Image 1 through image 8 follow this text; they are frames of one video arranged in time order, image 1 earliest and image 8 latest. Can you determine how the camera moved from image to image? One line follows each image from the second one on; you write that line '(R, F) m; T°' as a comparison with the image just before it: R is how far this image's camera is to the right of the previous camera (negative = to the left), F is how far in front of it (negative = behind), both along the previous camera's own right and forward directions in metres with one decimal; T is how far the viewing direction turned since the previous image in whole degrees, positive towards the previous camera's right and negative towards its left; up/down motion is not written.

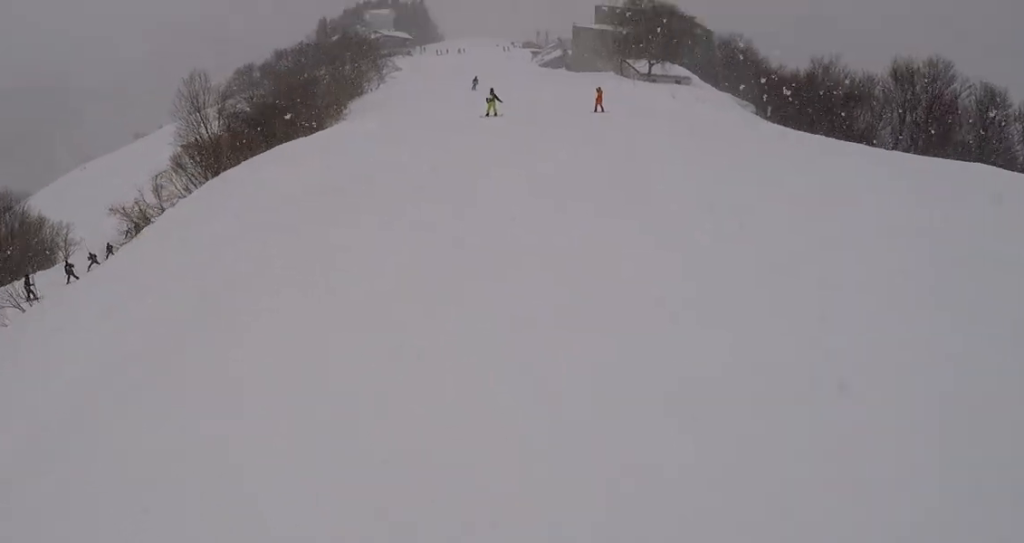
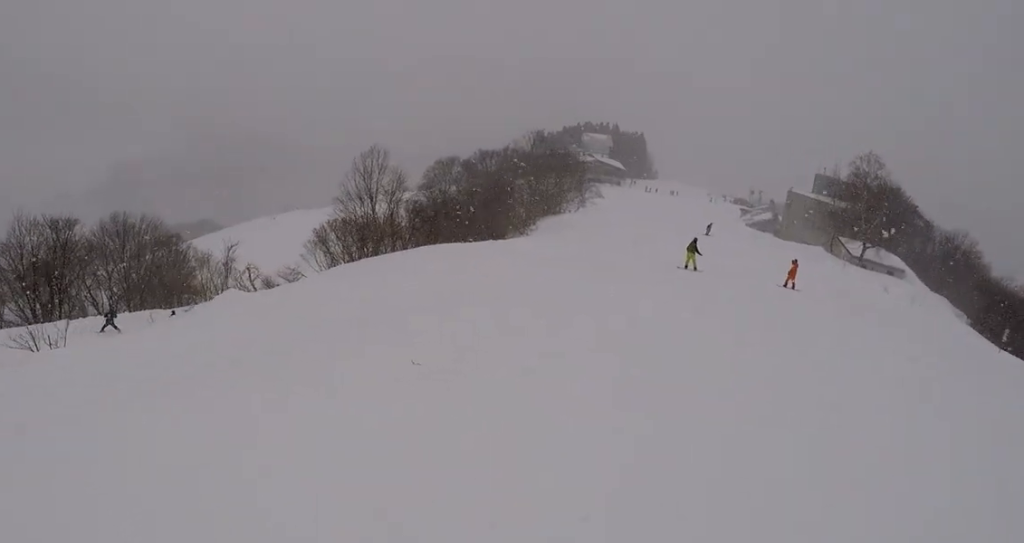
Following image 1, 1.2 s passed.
(-0.5, +6.7) m; -7°
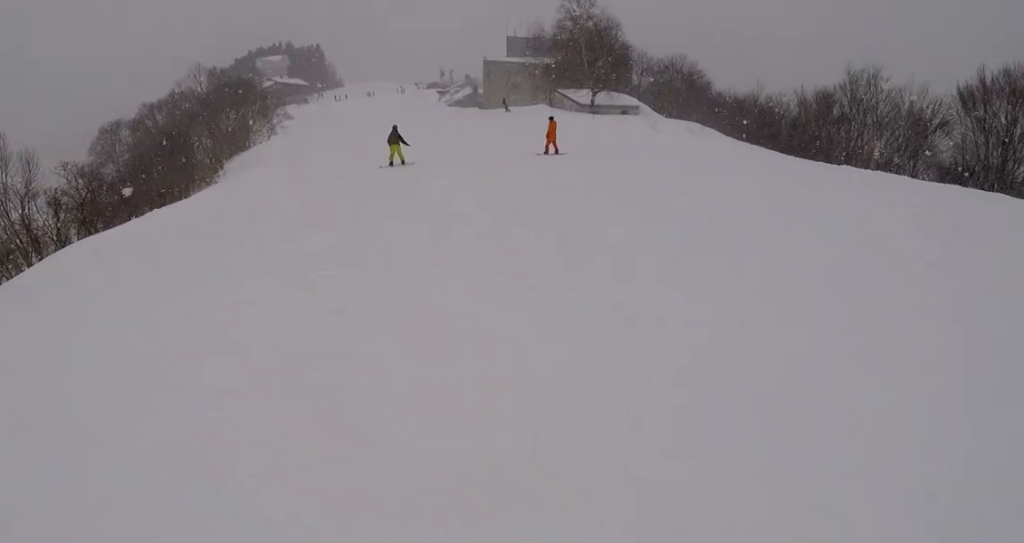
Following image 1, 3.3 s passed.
(+2.8, +10.9) m; +17°
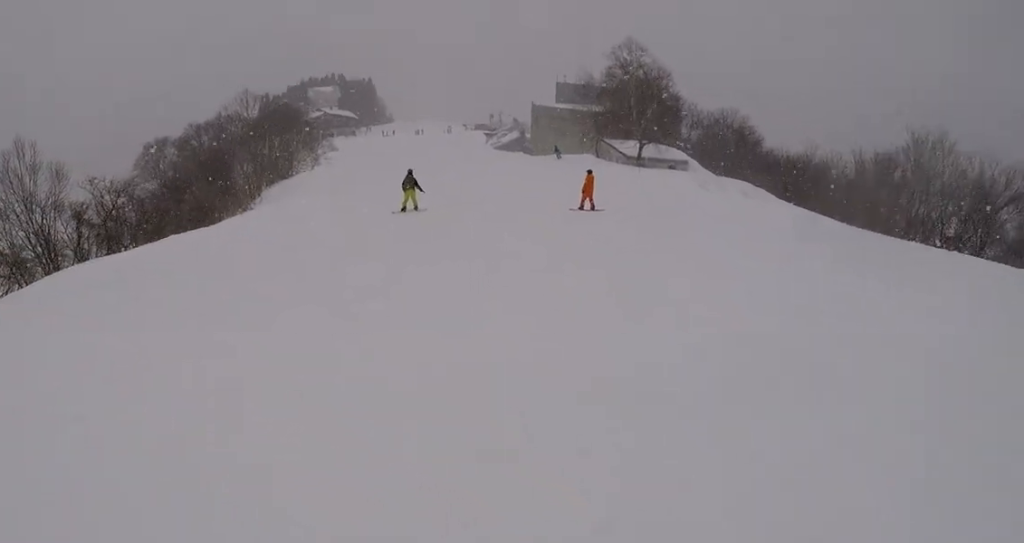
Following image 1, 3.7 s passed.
(-0.4, +2.3) m; -7°
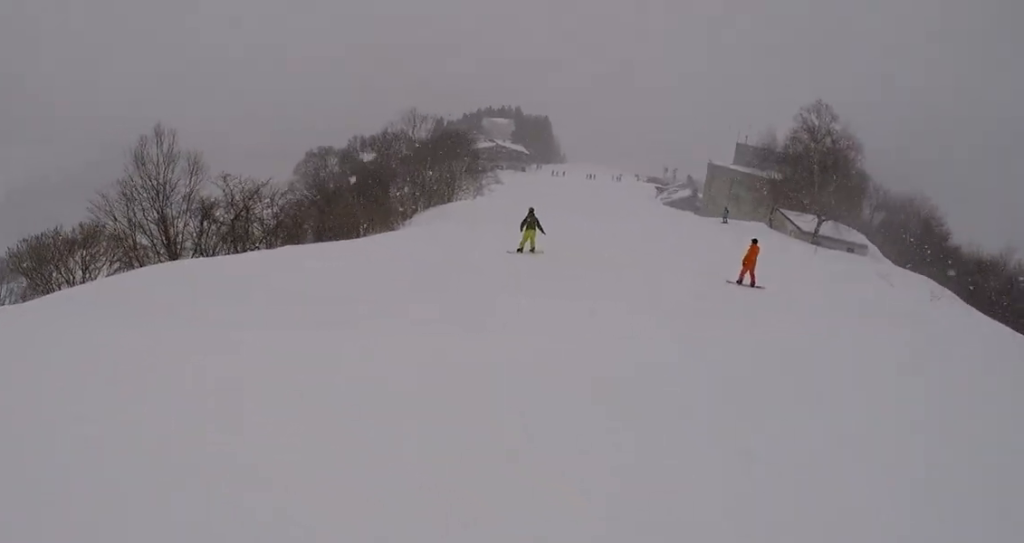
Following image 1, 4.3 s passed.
(-0.5, +3.5) m; -14°
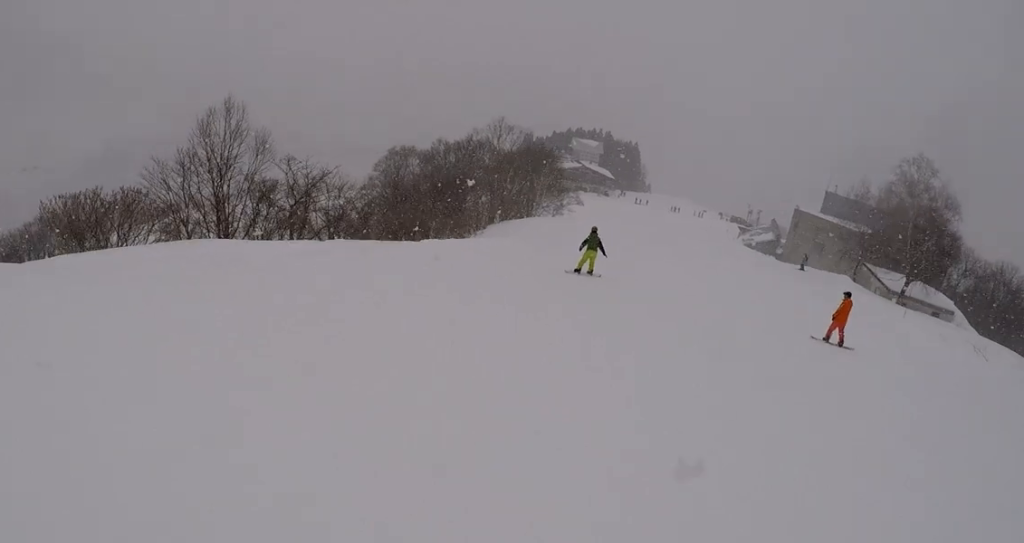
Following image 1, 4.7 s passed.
(-0.3, +2.4) m; -1°
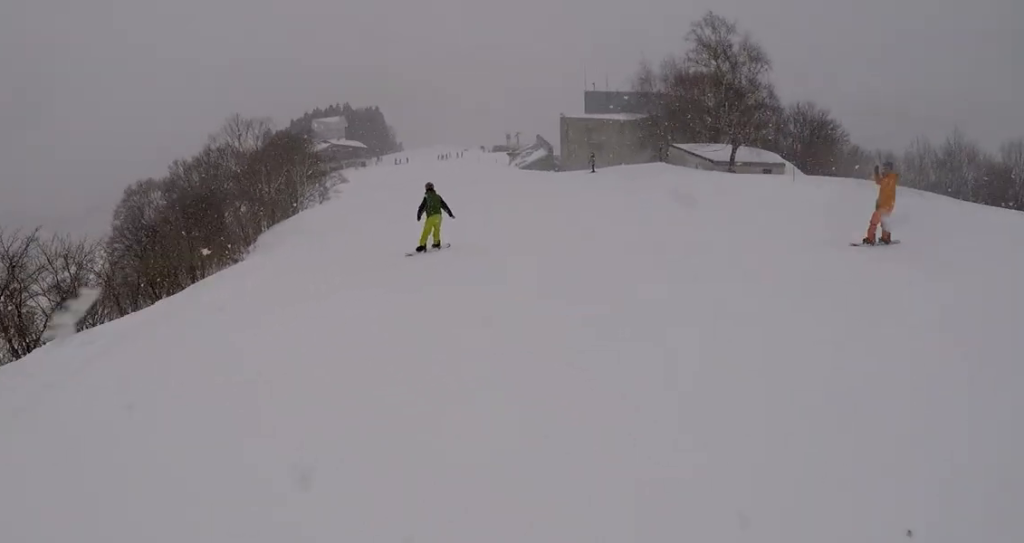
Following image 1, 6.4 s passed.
(+0.7, +9.7) m; +26°
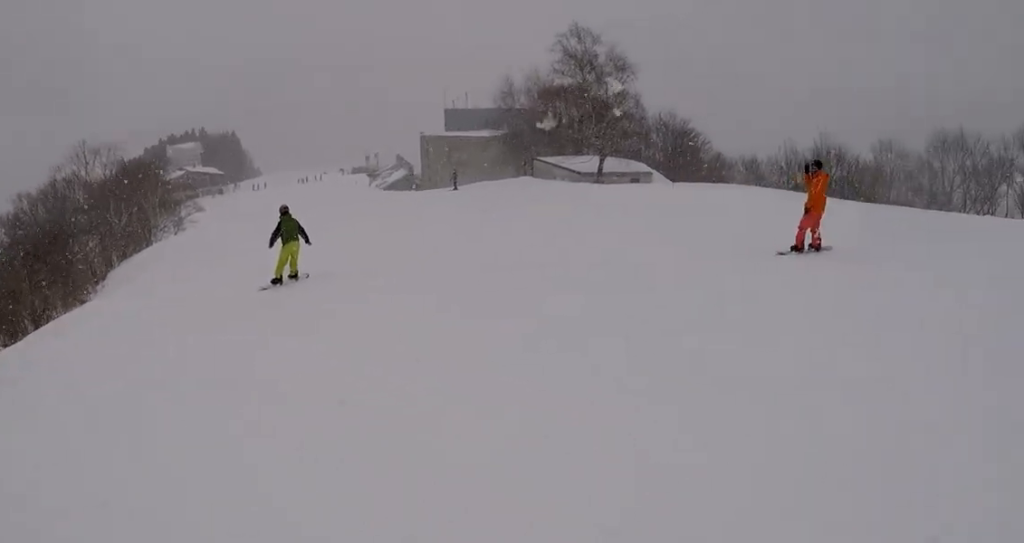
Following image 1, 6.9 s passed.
(+0.7, +2.5) m; +6°
